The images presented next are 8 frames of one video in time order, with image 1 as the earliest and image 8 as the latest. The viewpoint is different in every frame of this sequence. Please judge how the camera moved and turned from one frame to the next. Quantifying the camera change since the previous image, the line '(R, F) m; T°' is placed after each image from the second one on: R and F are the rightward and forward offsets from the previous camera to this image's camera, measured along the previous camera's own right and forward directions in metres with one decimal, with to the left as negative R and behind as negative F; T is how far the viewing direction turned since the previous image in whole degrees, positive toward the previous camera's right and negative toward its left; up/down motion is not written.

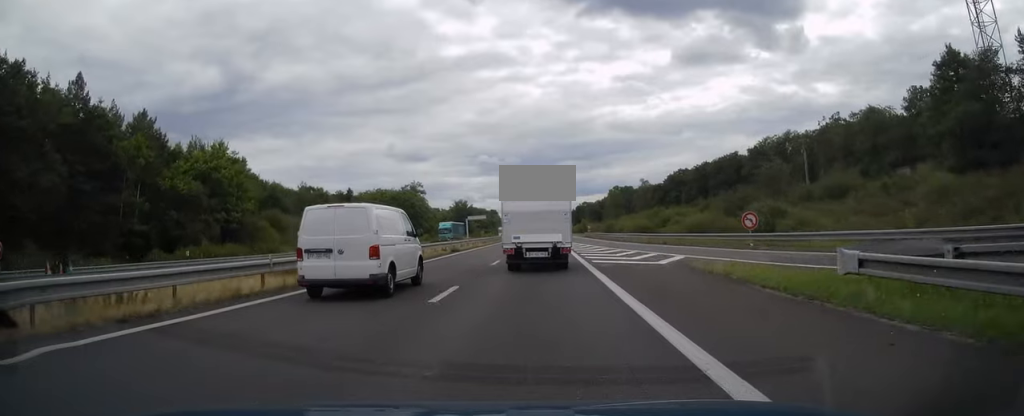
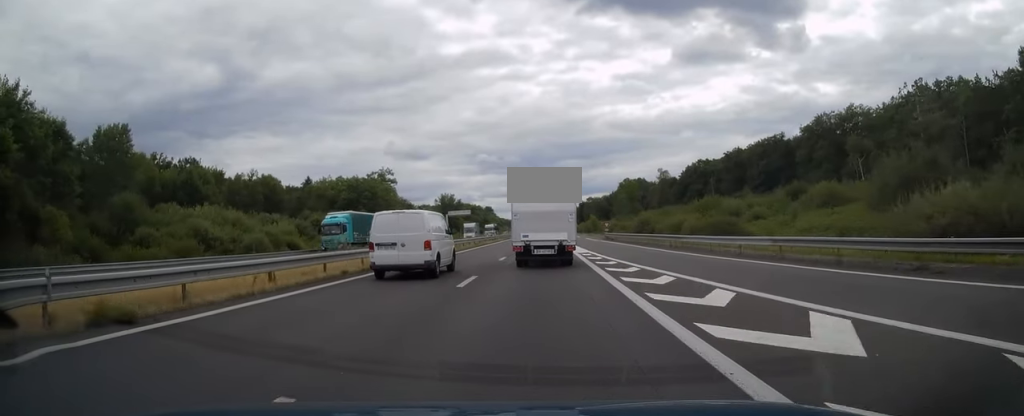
(0.0, +35.9) m; 0°
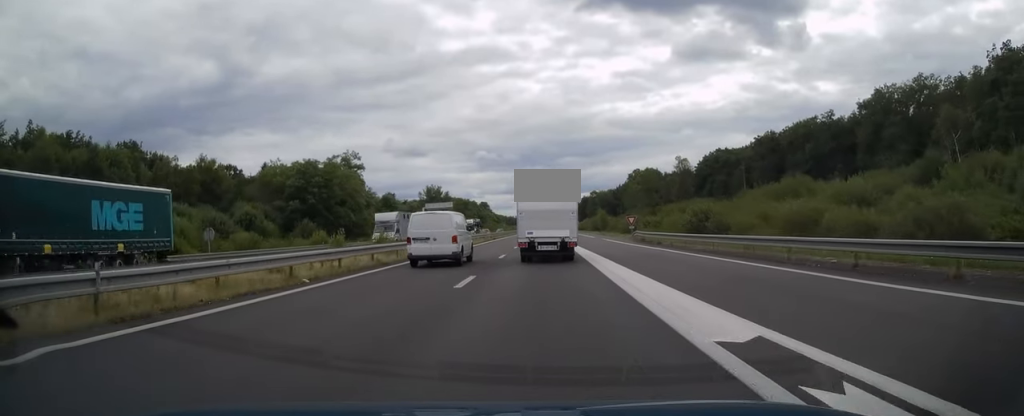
(+0.1, +27.0) m; 0°
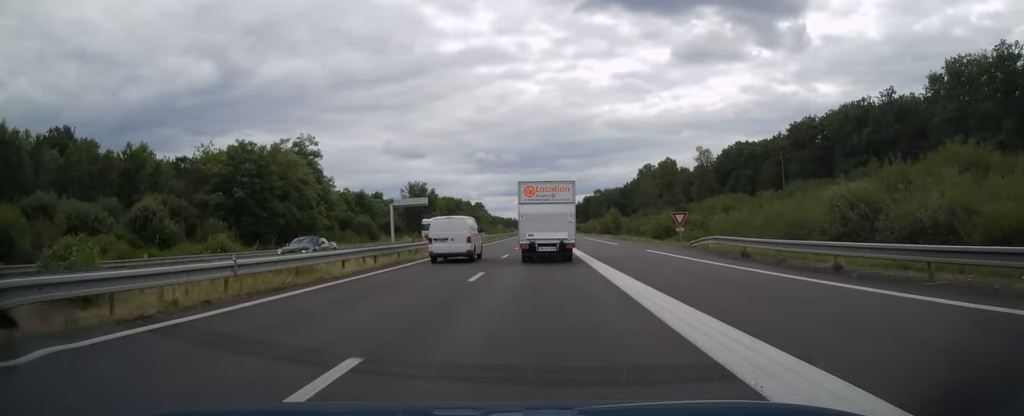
(0.0, +23.9) m; 0°
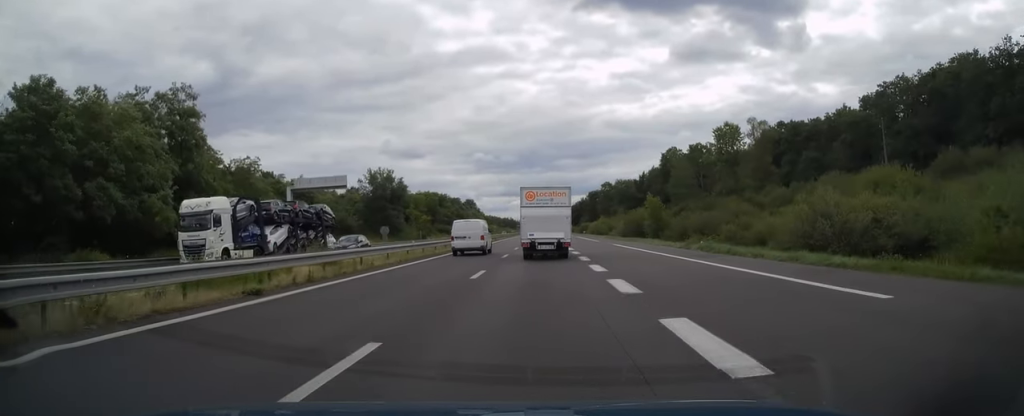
(-0.1, +38.0) m; 0°
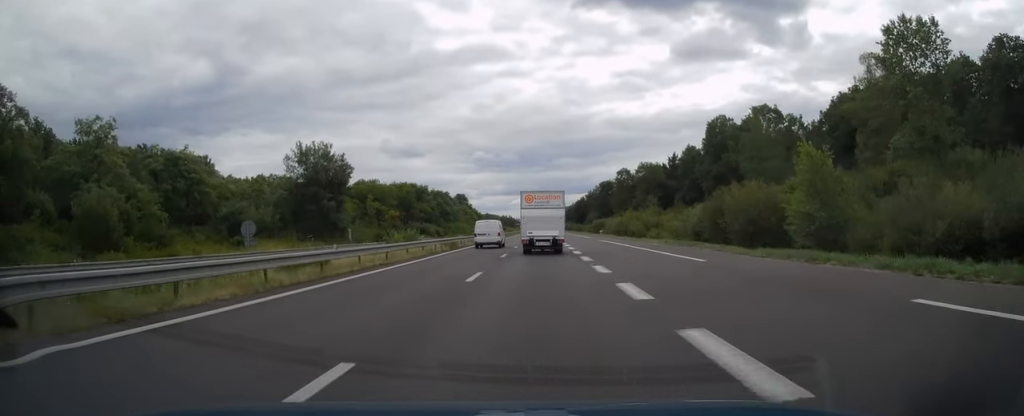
(+0.1, +40.8) m; 0°
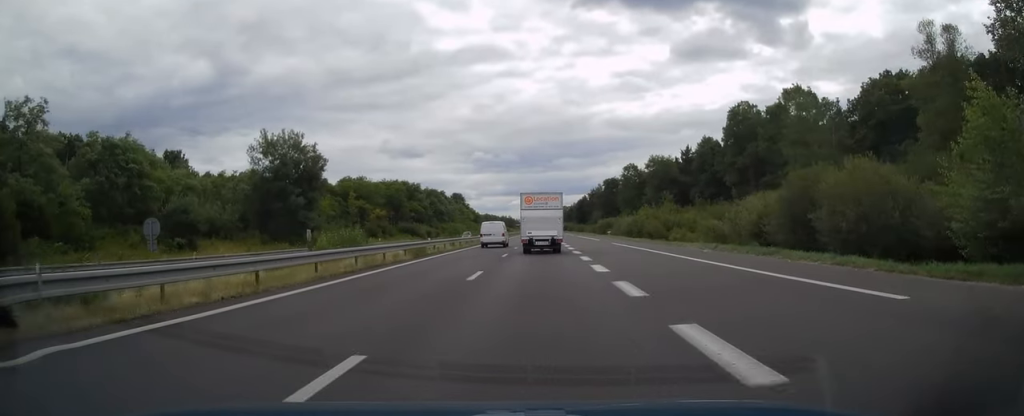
(0.0, +12.6) m; 0°
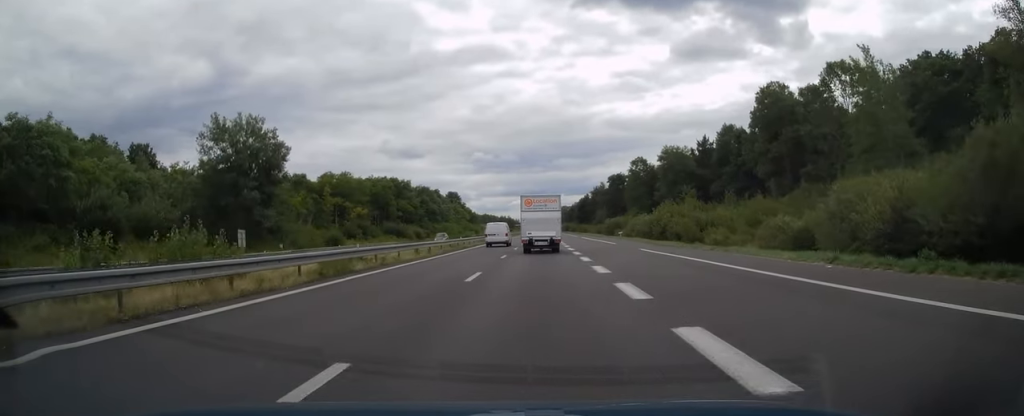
(0.0, +13.6) m; 0°
